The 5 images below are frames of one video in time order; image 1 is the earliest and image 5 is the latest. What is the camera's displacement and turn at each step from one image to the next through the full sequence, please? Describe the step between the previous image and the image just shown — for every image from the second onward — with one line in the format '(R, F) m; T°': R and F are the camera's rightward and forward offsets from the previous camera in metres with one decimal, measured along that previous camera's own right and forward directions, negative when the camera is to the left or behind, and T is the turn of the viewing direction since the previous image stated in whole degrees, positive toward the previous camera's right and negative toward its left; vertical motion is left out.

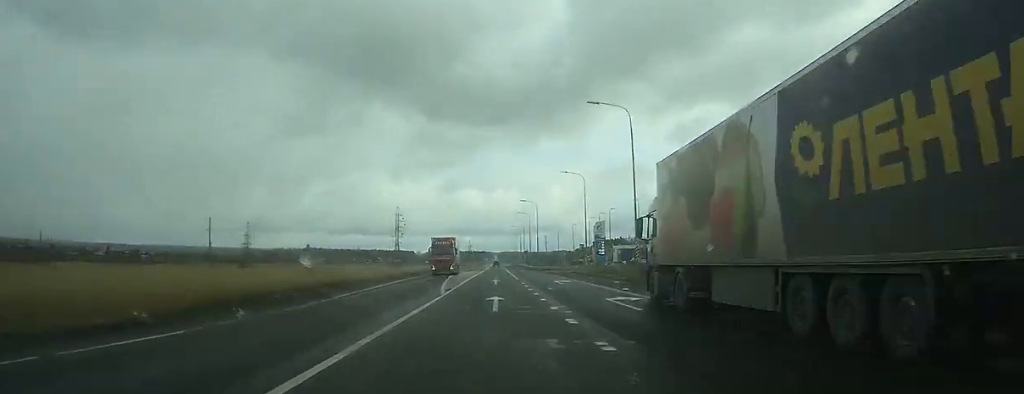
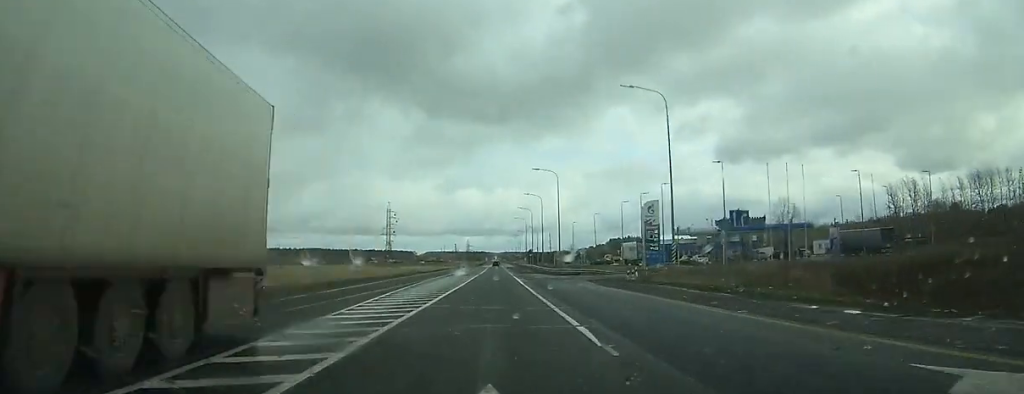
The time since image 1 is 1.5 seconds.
(0.0, +34.9) m; 0°
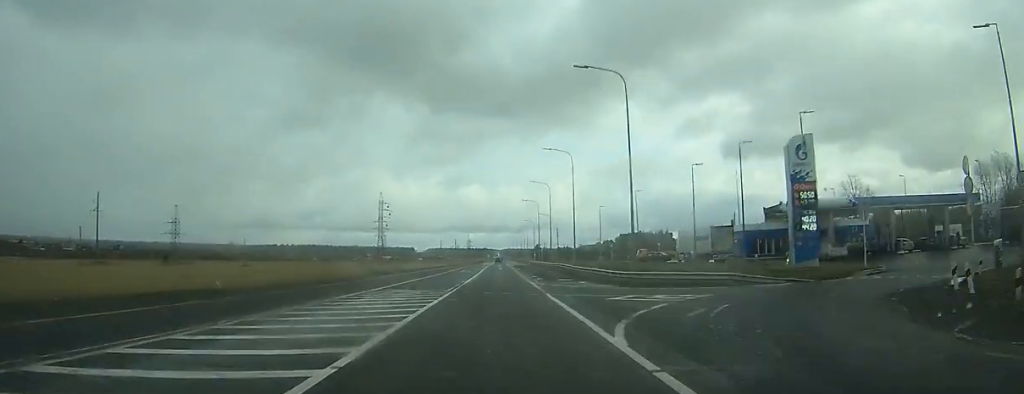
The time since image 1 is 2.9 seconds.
(0.0, +35.9) m; 0°
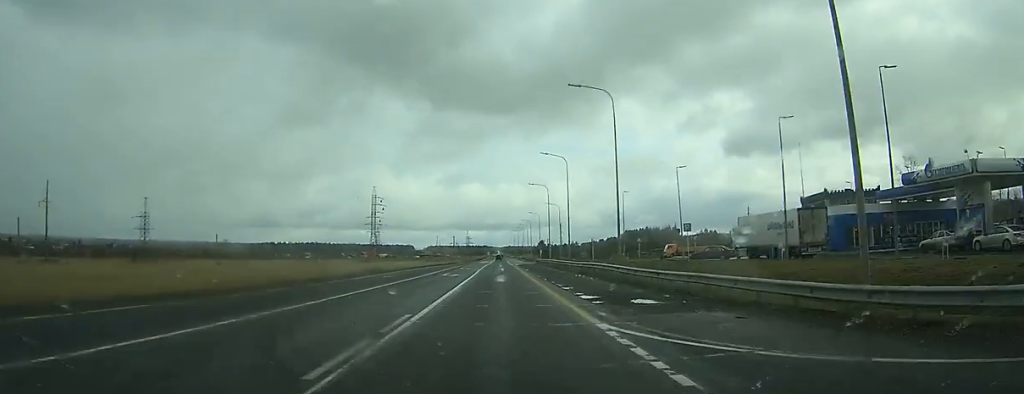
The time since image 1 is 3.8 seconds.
(+0.1, +22.8) m; 0°
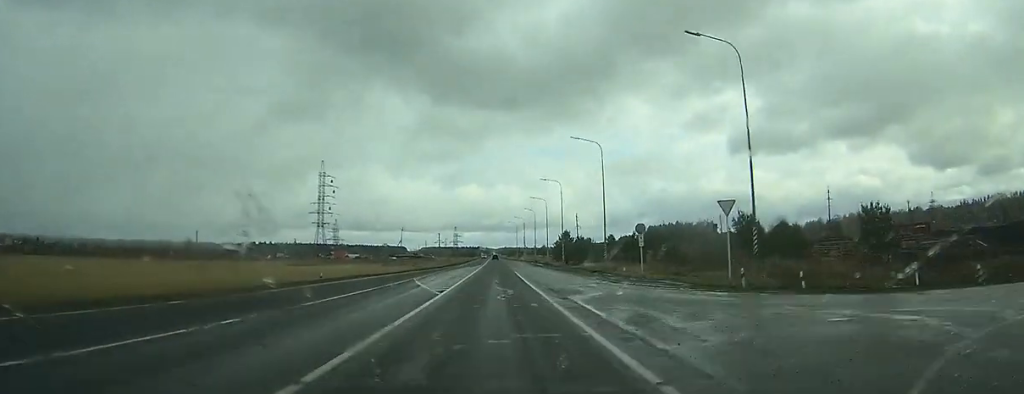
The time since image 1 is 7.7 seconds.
(+0.8, +101.3) m; +1°
